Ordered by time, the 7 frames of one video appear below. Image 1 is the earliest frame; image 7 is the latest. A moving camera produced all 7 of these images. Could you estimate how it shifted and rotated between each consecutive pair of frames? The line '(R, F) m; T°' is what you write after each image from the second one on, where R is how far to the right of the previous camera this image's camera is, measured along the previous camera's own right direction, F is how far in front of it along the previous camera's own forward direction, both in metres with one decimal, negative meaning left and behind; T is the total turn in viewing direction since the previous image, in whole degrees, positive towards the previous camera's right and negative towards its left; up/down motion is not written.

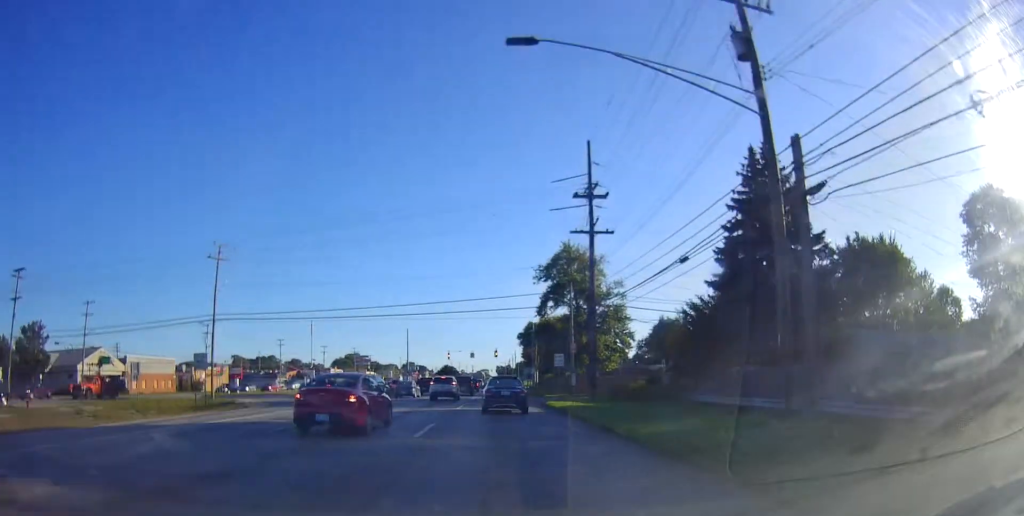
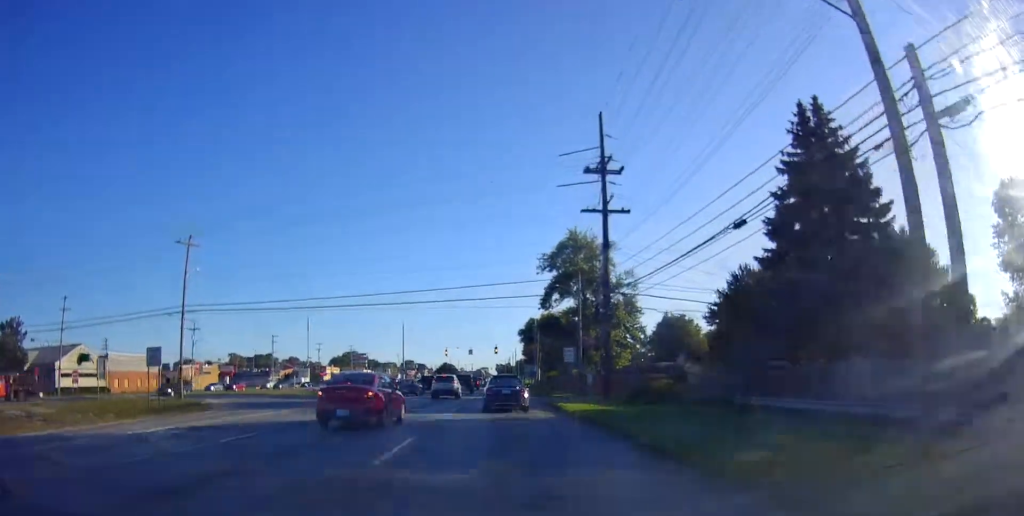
(-0.3, +5.1) m; 0°
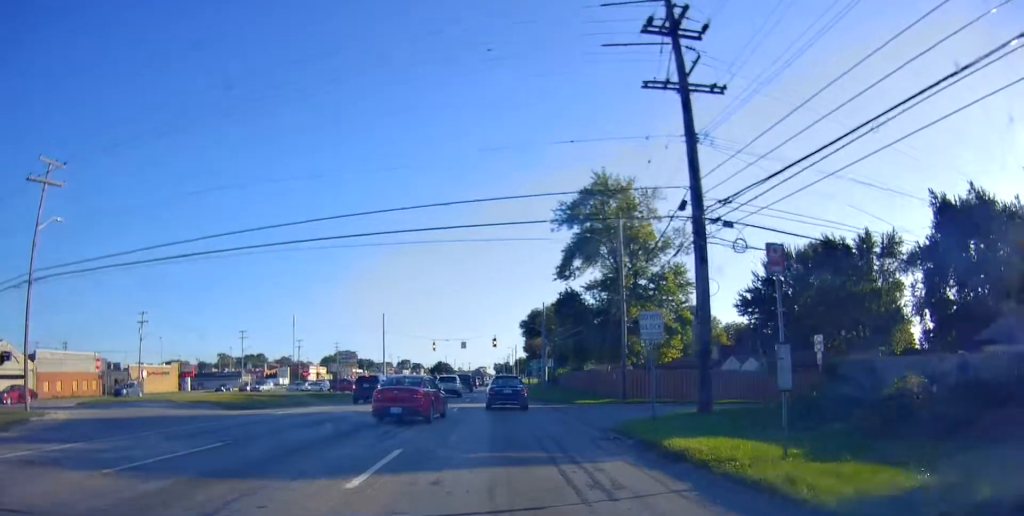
(+0.6, +16.6) m; +4°
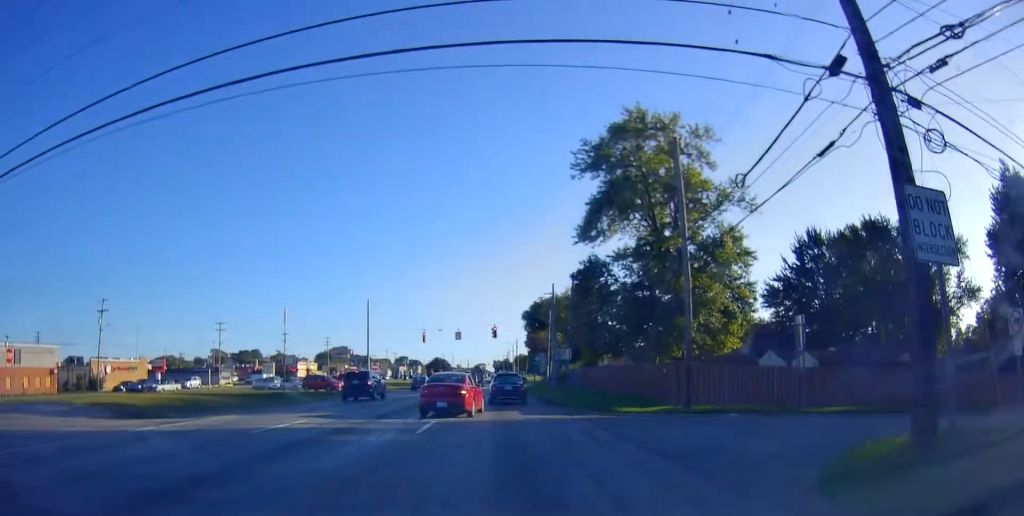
(0.0, +11.1) m; -2°
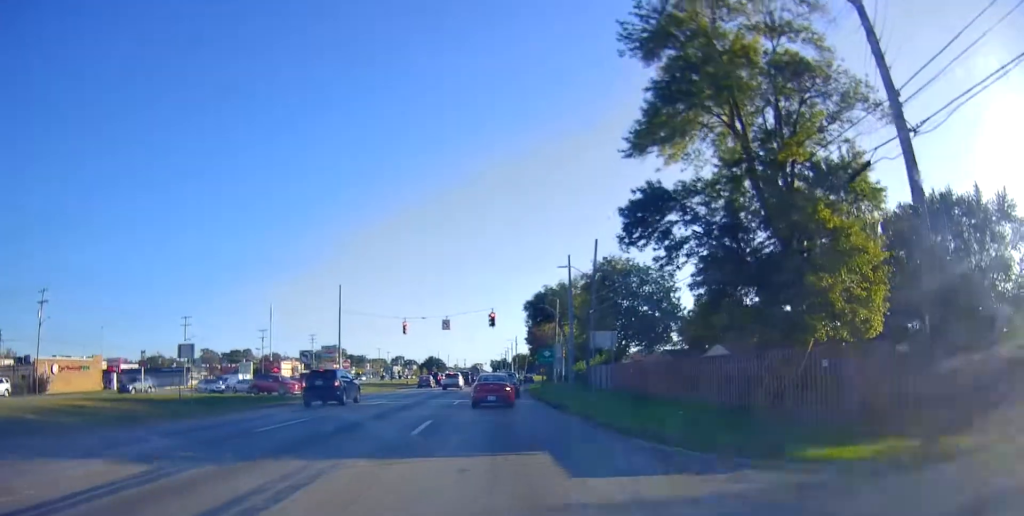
(-0.2, +14.4) m; +1°
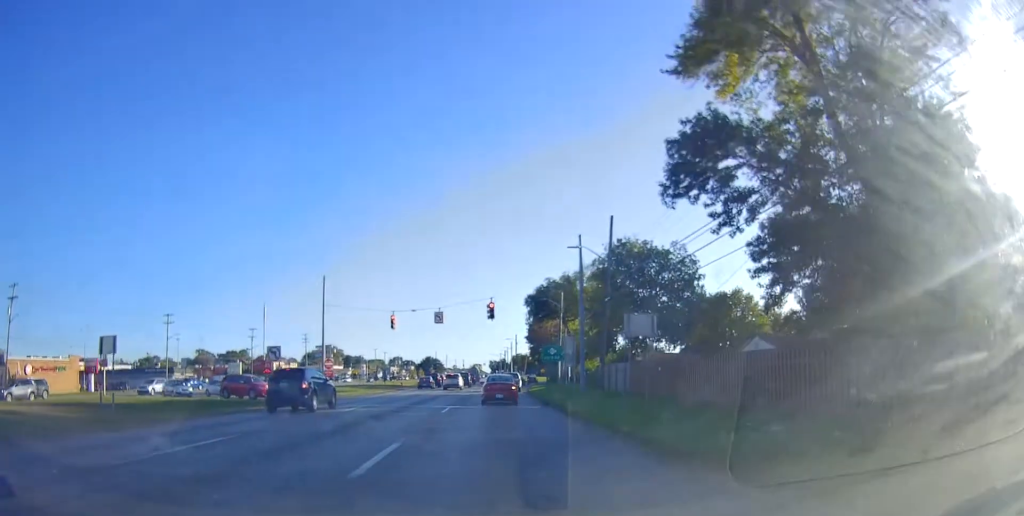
(+0.1, +6.4) m; +1°
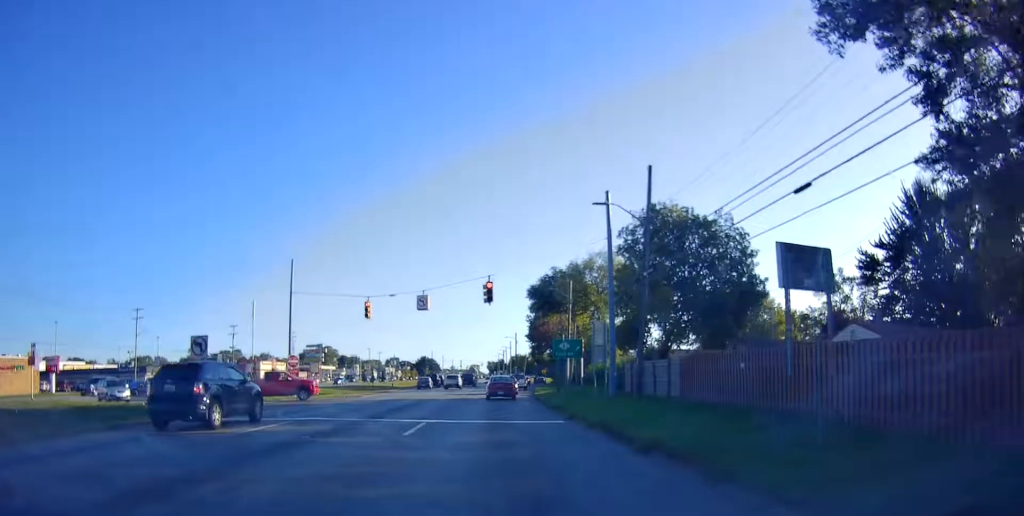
(0.0, +9.7) m; 0°
